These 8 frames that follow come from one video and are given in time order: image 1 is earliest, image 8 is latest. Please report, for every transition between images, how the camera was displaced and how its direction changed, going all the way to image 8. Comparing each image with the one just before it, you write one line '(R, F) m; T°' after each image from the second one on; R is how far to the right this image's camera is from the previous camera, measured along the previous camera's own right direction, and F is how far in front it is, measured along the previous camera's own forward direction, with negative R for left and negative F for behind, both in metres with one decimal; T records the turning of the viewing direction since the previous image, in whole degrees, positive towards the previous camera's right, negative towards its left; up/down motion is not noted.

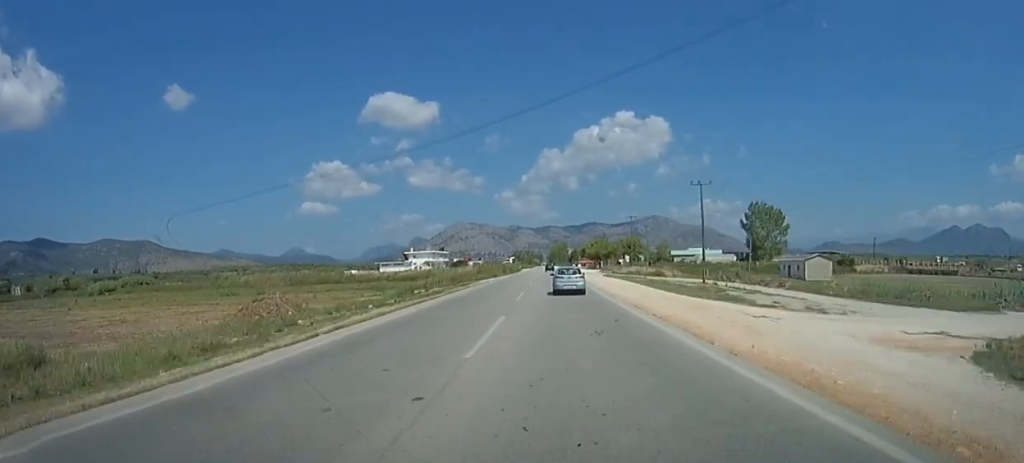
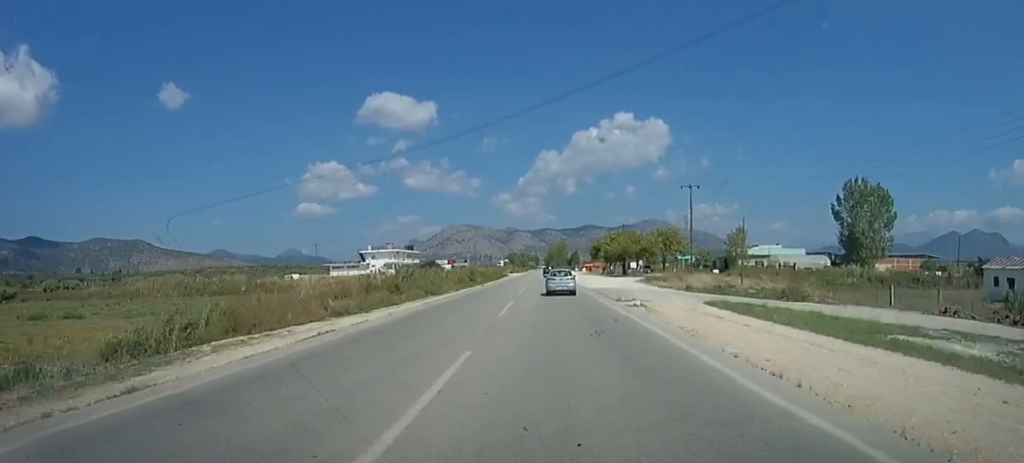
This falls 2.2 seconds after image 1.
(+0.6, +49.8) m; +1°
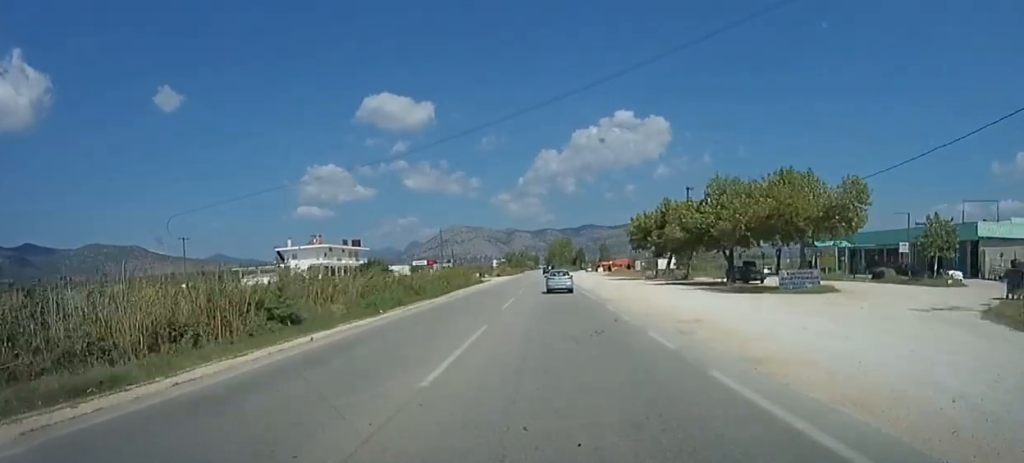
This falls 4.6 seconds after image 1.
(-0.1, +56.0) m; -1°
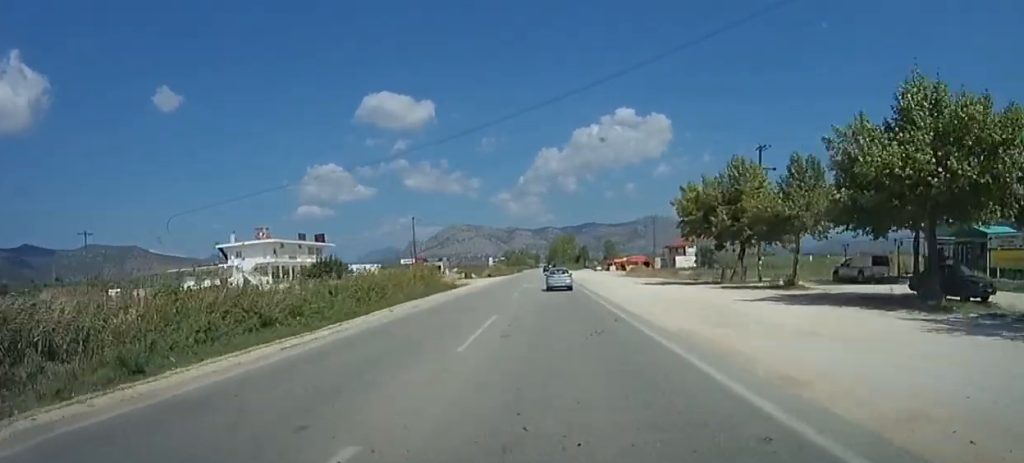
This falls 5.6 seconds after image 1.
(-0.2, +23.3) m; 0°
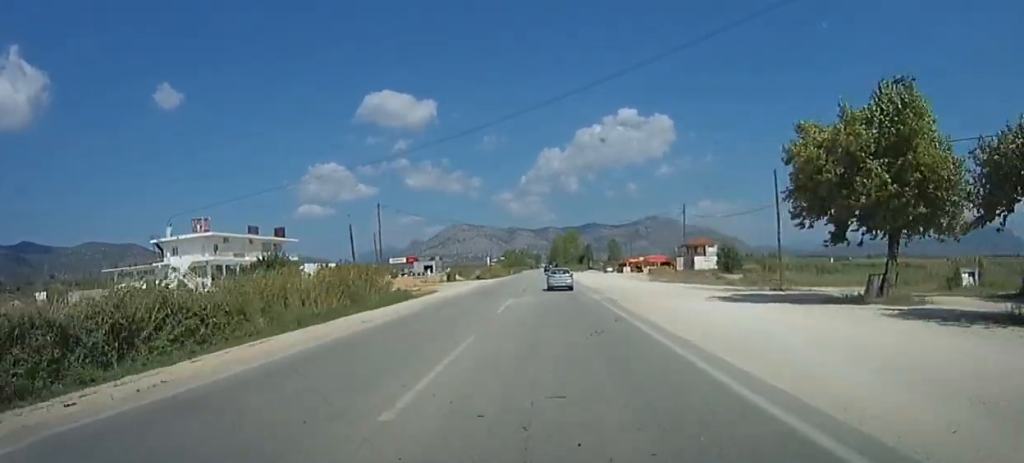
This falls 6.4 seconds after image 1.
(+0.2, +19.5) m; 0°
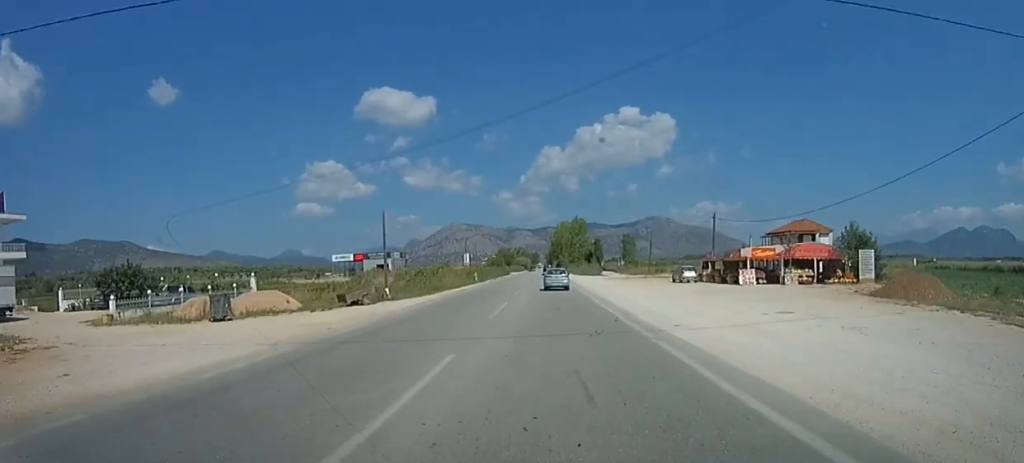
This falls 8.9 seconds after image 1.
(+0.3, +58.6) m; 0°
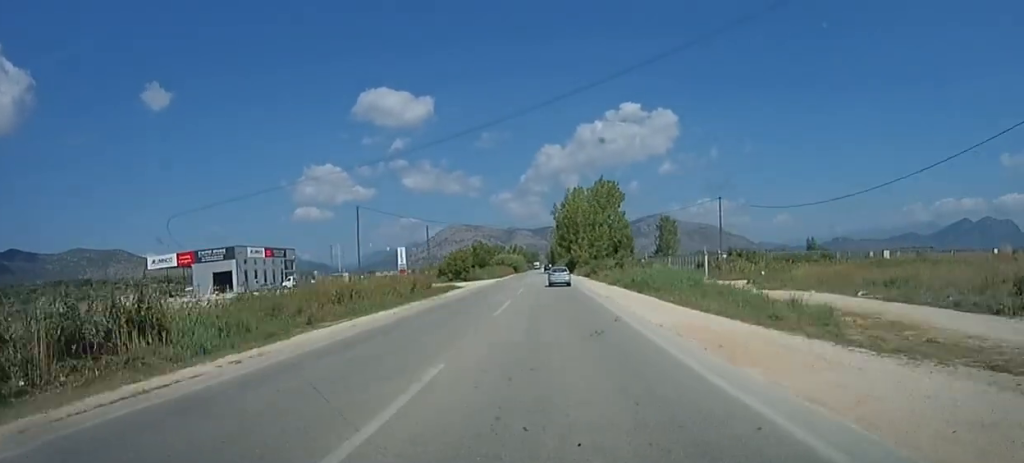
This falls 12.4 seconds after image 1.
(+0.3, +82.1) m; +1°
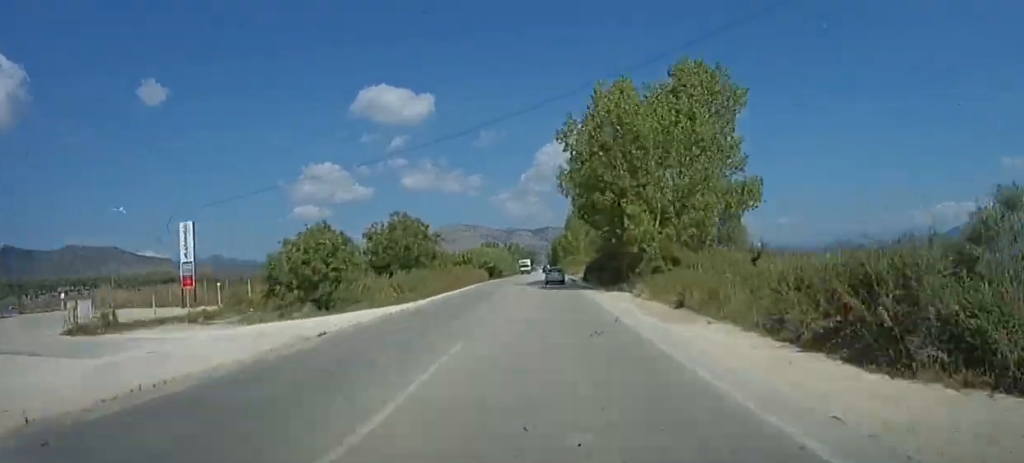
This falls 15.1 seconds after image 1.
(-0.4, +62.2) m; 0°
